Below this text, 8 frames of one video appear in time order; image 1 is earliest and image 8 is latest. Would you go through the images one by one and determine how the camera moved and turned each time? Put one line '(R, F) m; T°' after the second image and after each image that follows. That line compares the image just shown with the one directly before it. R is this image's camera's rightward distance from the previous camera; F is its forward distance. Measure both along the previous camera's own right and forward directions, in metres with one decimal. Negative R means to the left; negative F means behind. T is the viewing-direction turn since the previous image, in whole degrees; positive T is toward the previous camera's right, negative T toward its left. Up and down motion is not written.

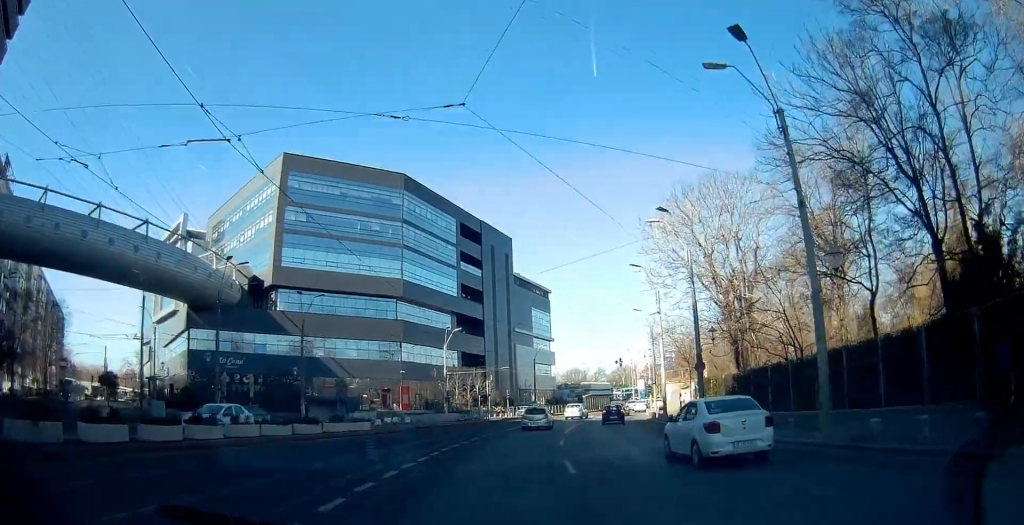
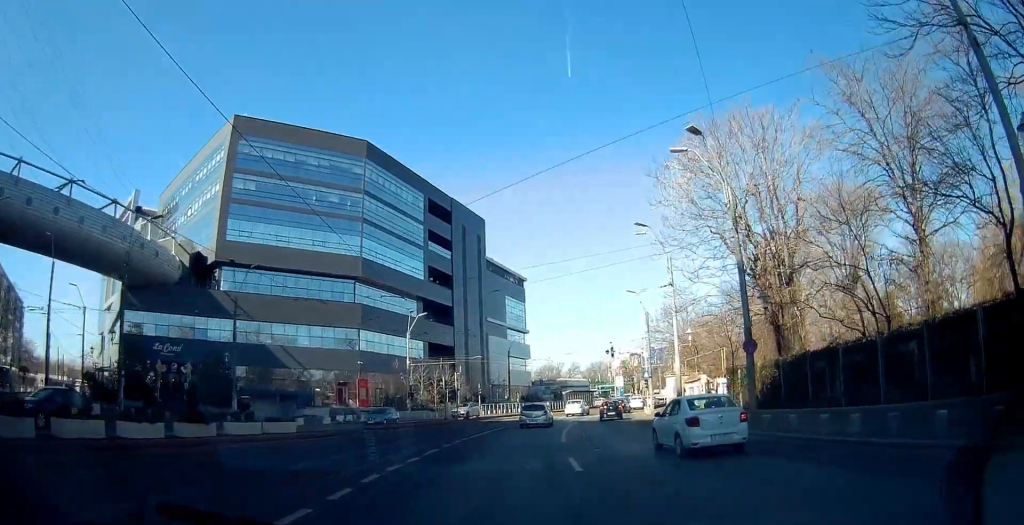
(+0.4, +8.5) m; +3°
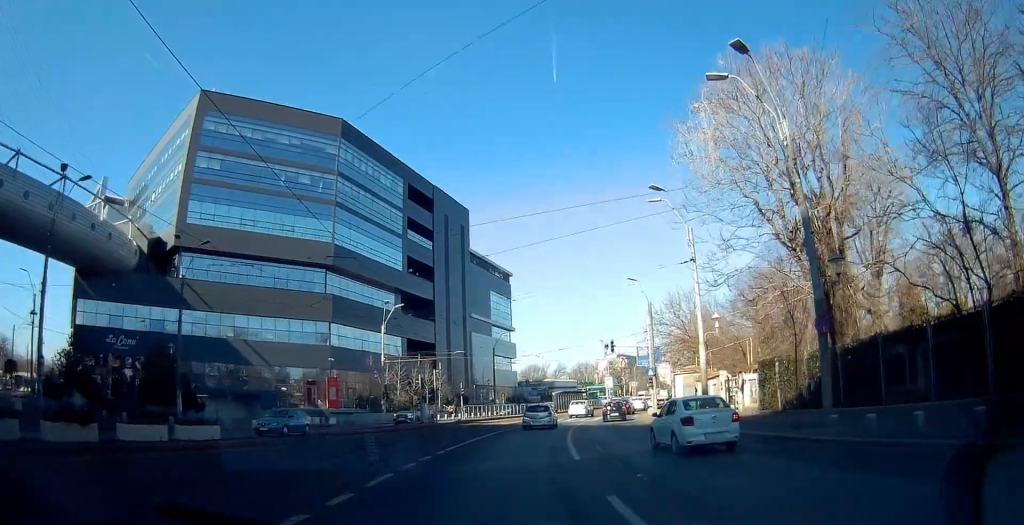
(+0.1, +6.0) m; -1°
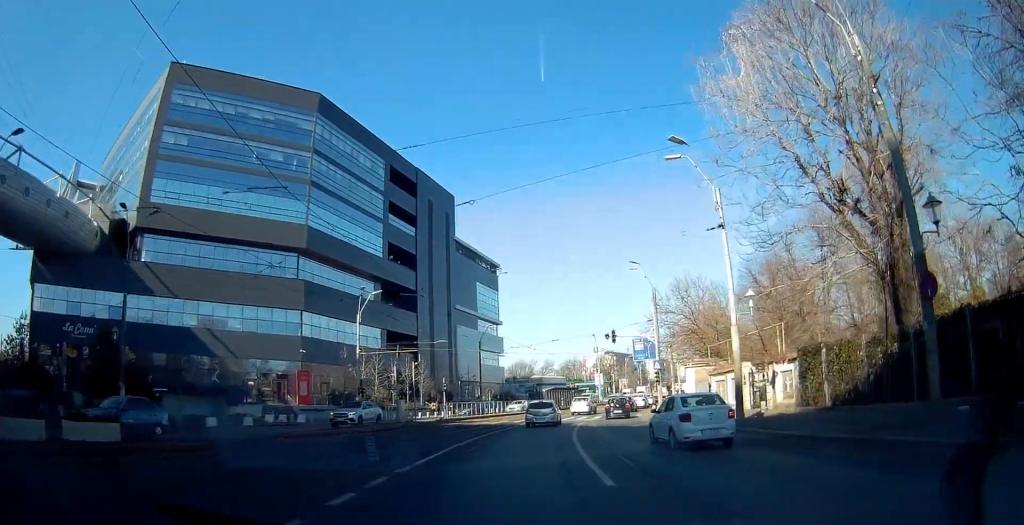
(-0.1, +5.0) m; 0°
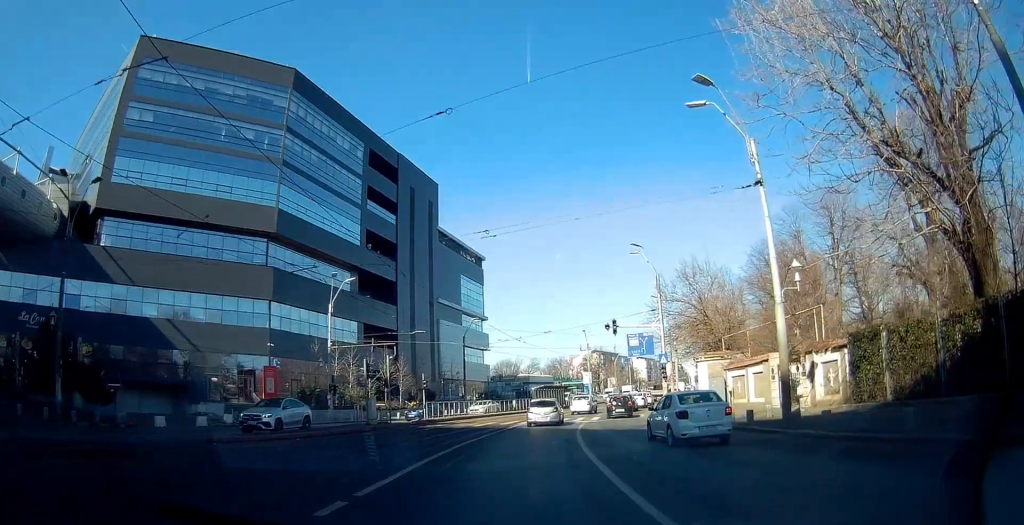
(-0.2, +4.6) m; +1°
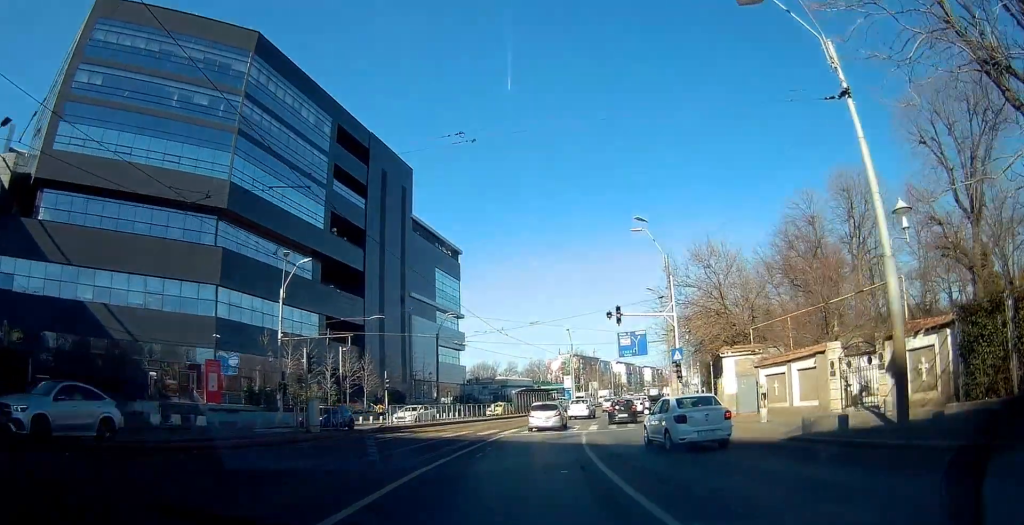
(+0.4, +6.1) m; +5°
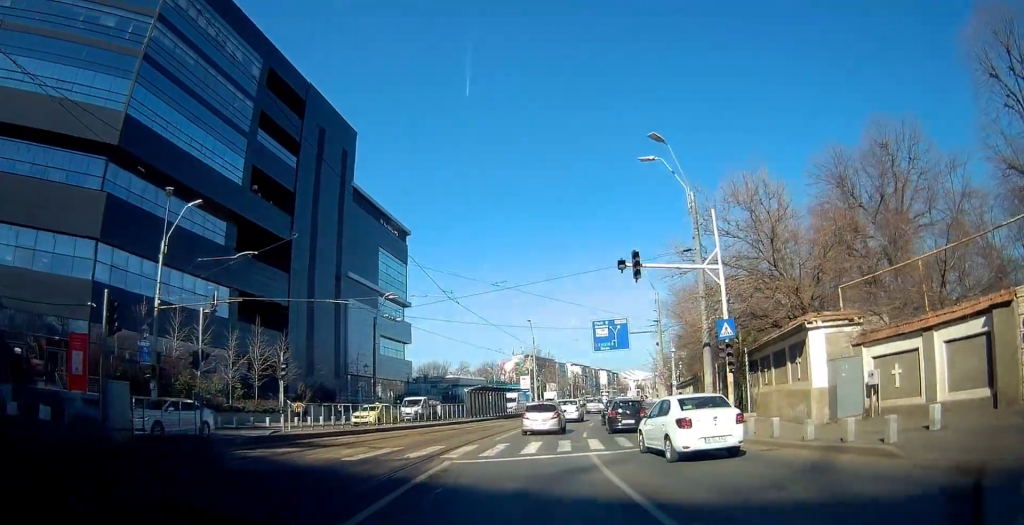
(+0.5, +10.1) m; +6°
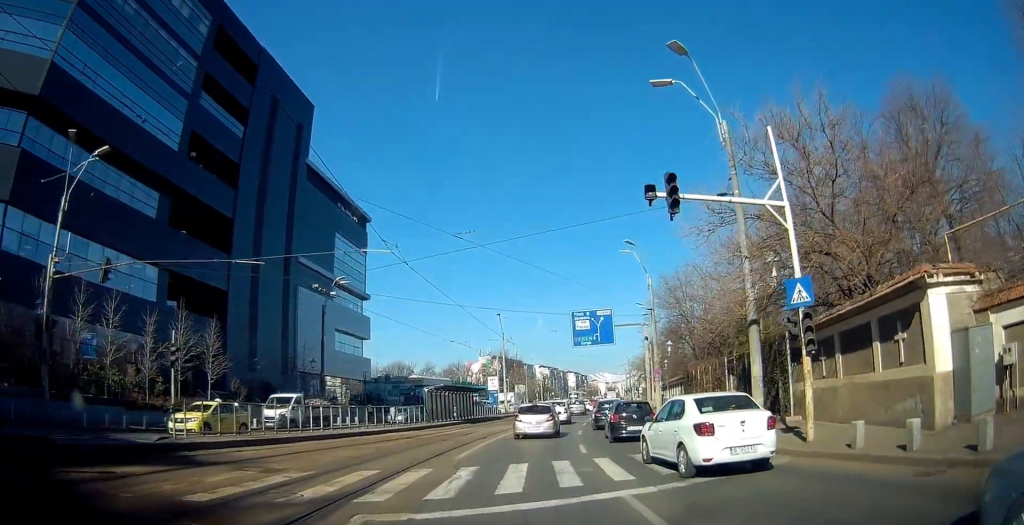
(+0.4, +6.4) m; +7°
